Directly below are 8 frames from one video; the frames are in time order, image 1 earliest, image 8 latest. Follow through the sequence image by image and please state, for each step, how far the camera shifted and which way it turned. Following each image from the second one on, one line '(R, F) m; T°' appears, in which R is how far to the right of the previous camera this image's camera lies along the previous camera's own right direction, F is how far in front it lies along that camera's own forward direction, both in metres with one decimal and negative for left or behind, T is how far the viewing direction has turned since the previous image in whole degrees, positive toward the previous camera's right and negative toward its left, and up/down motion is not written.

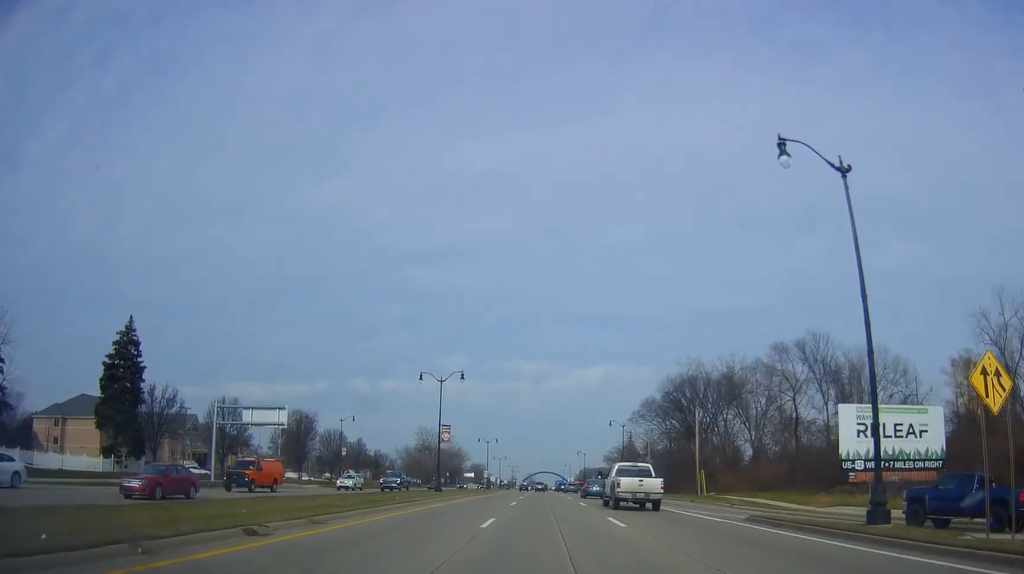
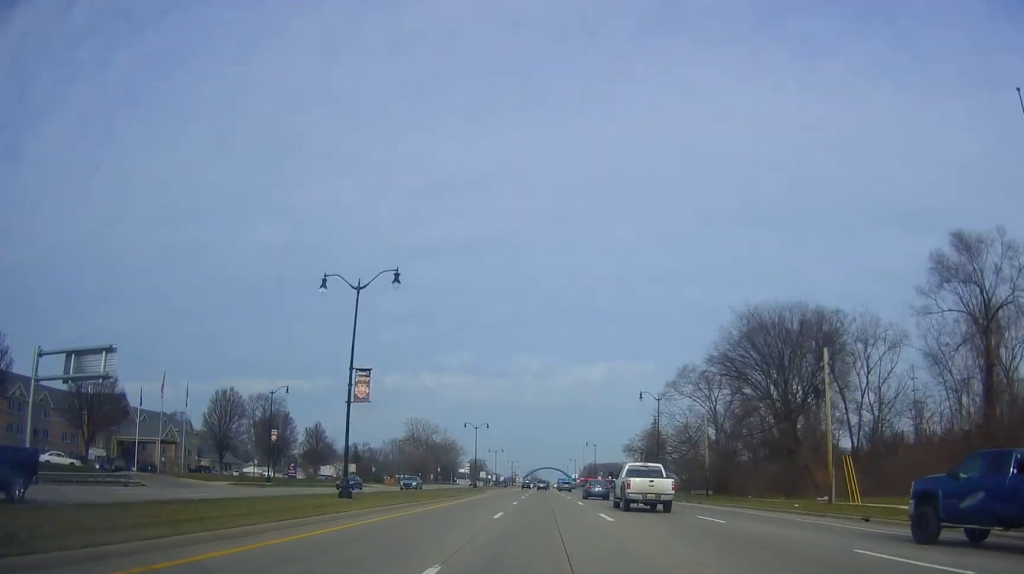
(-0.2, +28.0) m; -1°
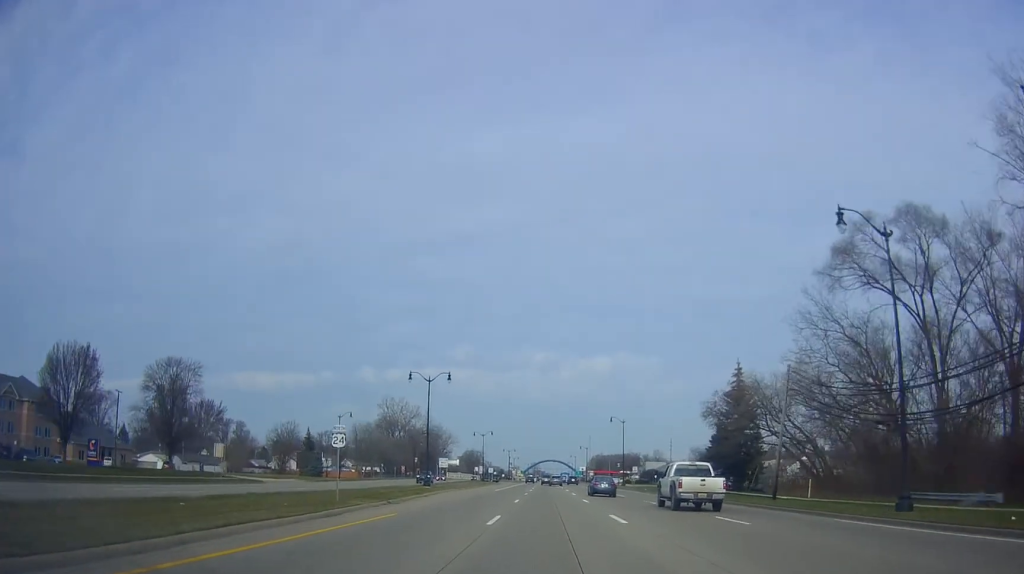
(-0.6, +47.8) m; +1°
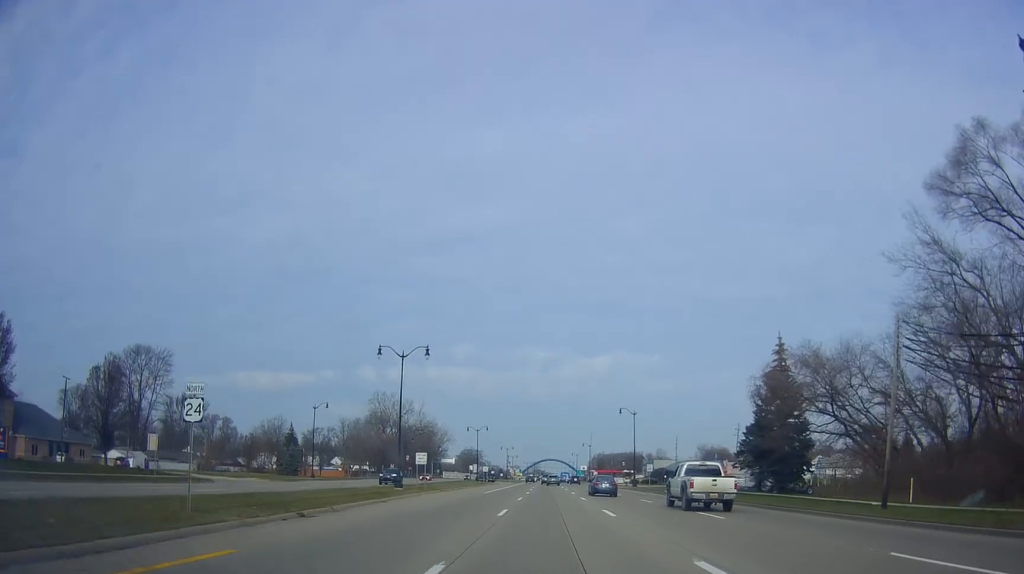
(+0.4, +11.5) m; +1°
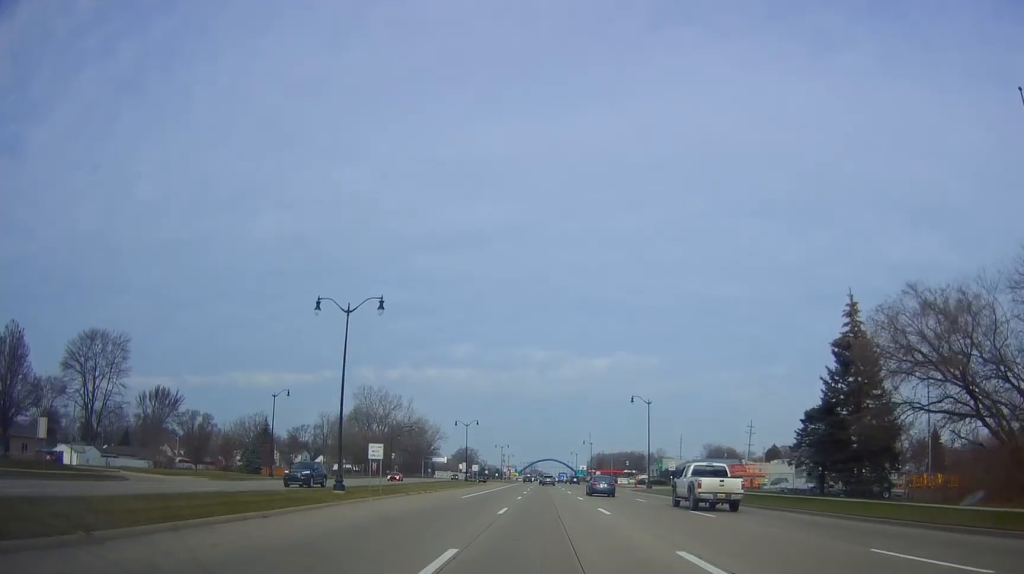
(+0.2, +14.4) m; 0°
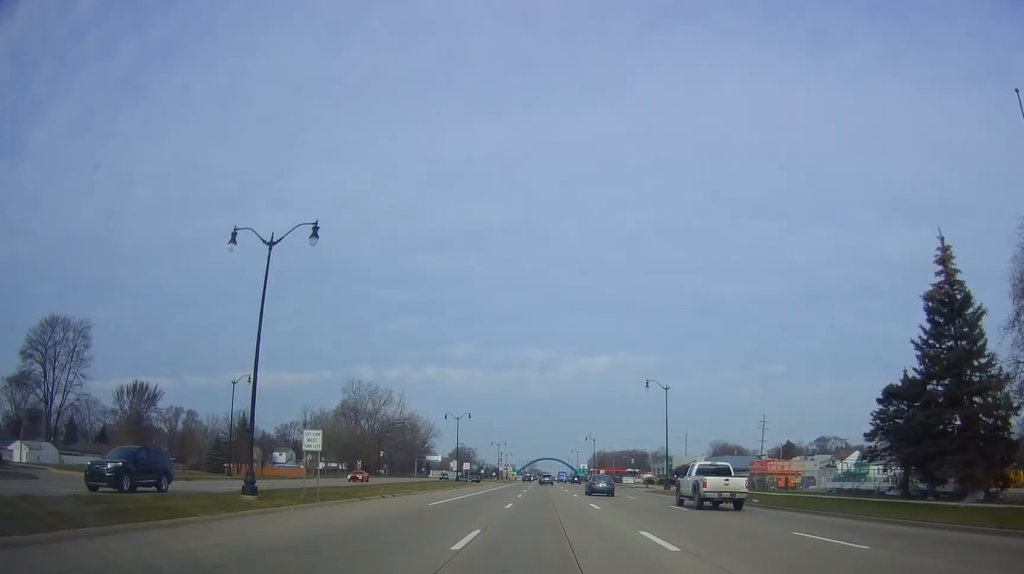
(-0.2, +11.5) m; 0°
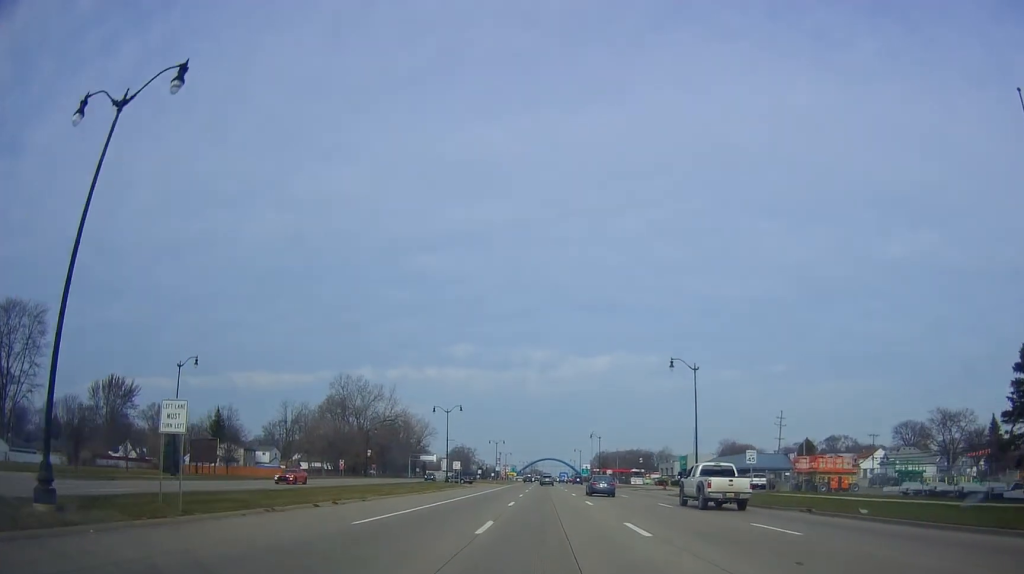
(0.0, +12.2) m; 0°
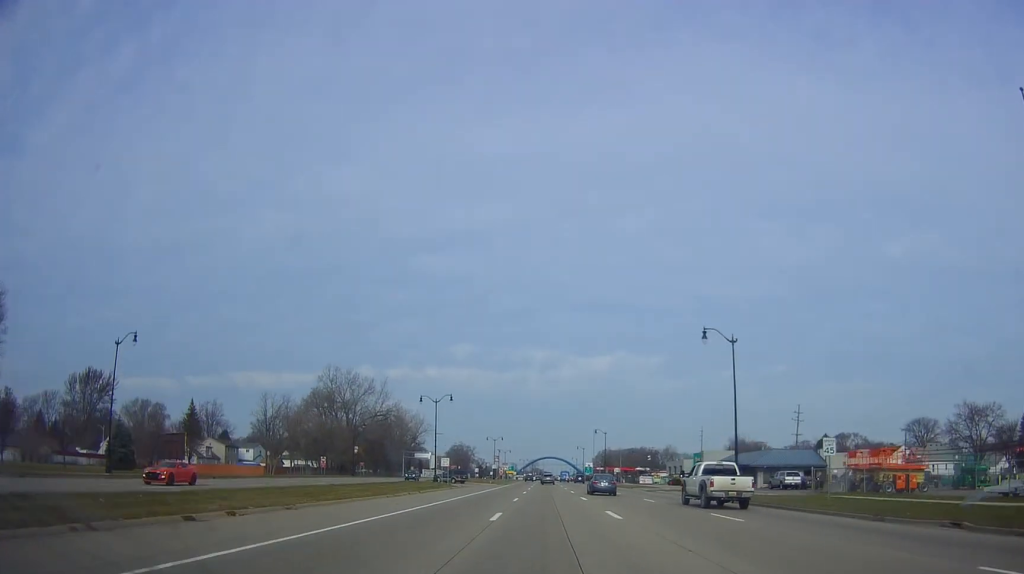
(+0.2, +10.7) m; 0°
